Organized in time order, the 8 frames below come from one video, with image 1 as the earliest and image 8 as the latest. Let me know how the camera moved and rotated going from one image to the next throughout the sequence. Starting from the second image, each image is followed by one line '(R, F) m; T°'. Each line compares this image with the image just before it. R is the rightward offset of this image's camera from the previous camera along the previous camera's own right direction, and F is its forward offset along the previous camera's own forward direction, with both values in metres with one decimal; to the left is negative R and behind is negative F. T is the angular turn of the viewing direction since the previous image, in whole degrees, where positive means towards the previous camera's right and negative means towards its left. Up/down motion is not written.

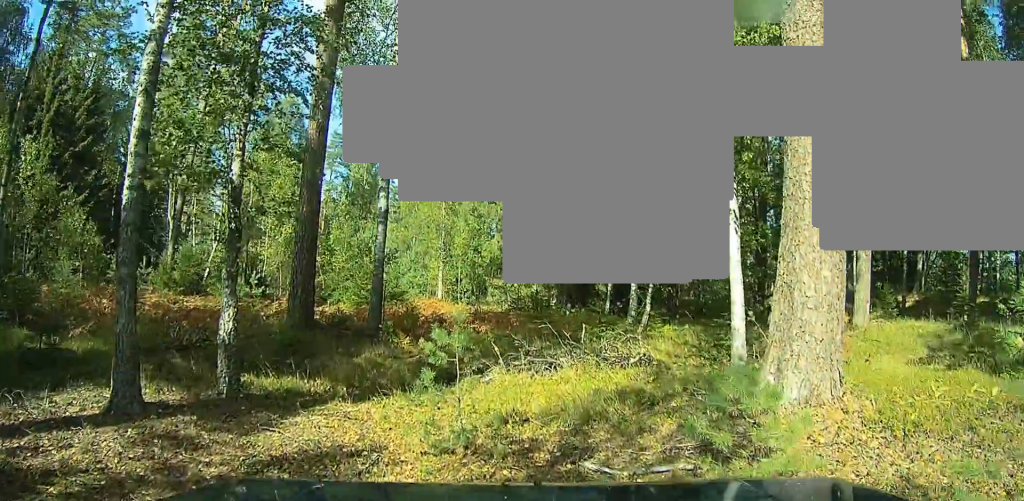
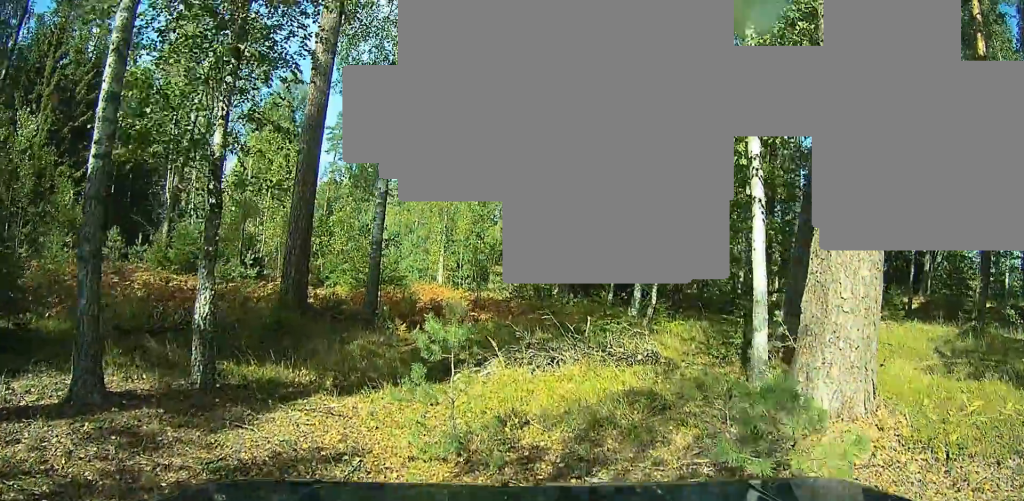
(0.0, +1.0) m; +1°
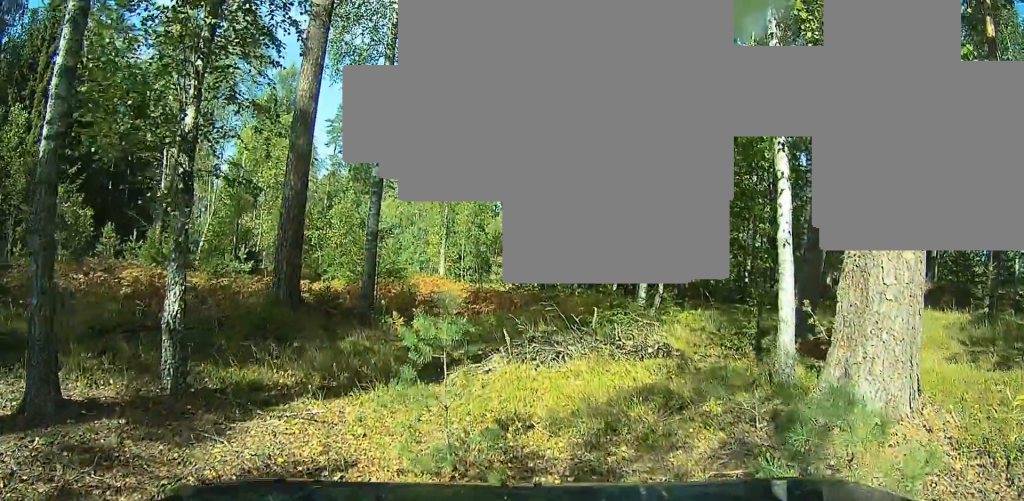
(0.0, +0.9) m; -3°
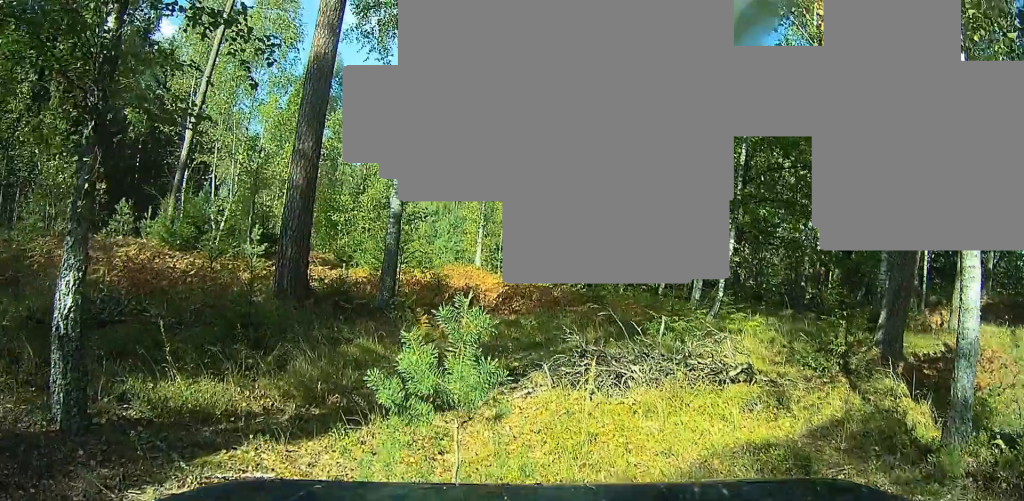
(-0.3, +2.8) m; -10°
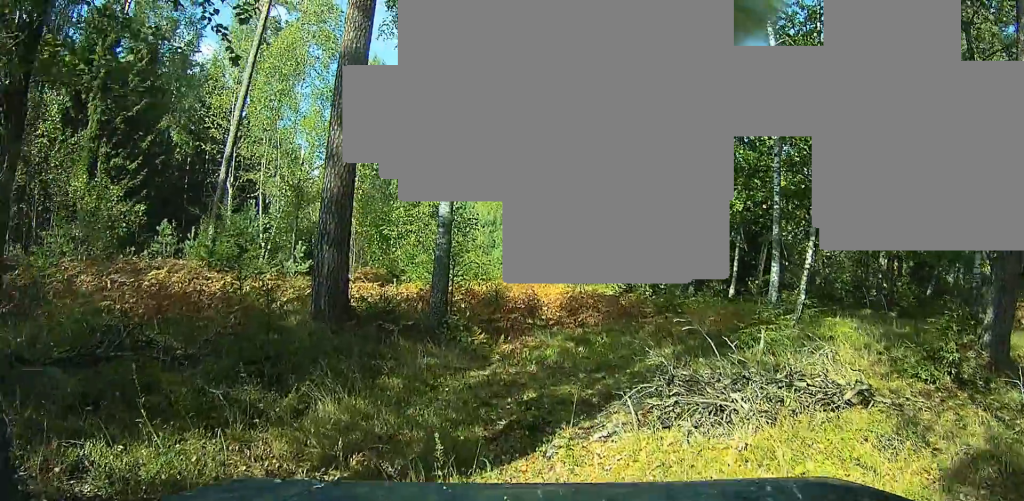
(0.0, +1.6) m; 0°
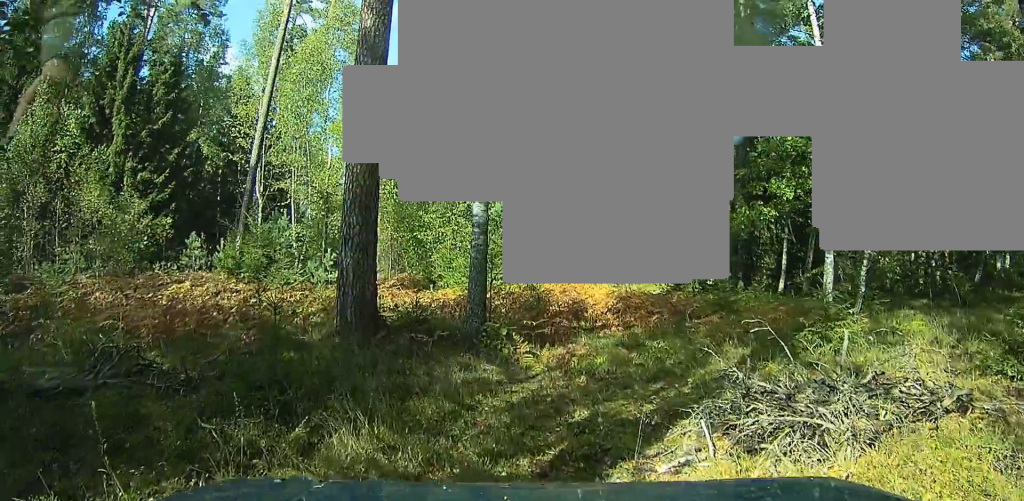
(+0.1, +0.9) m; 0°
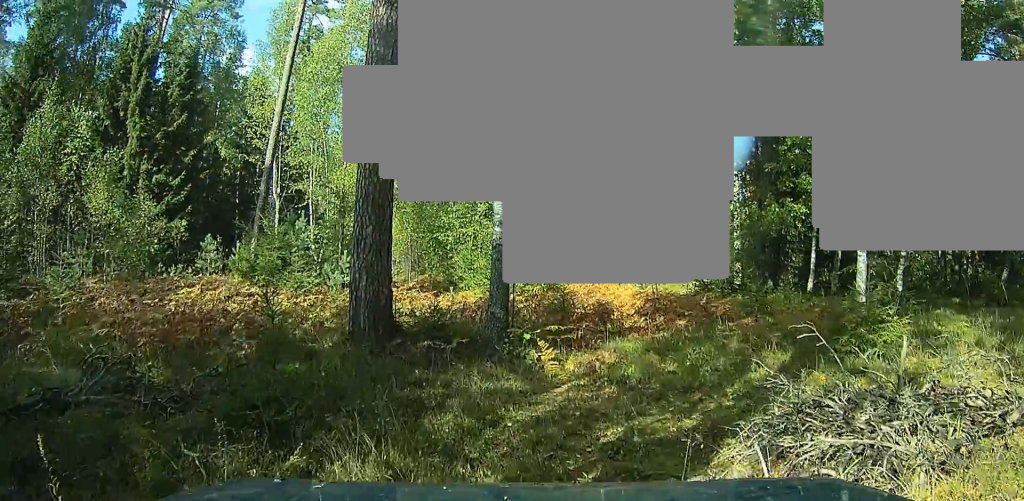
(+0.1, +0.6) m; 0°
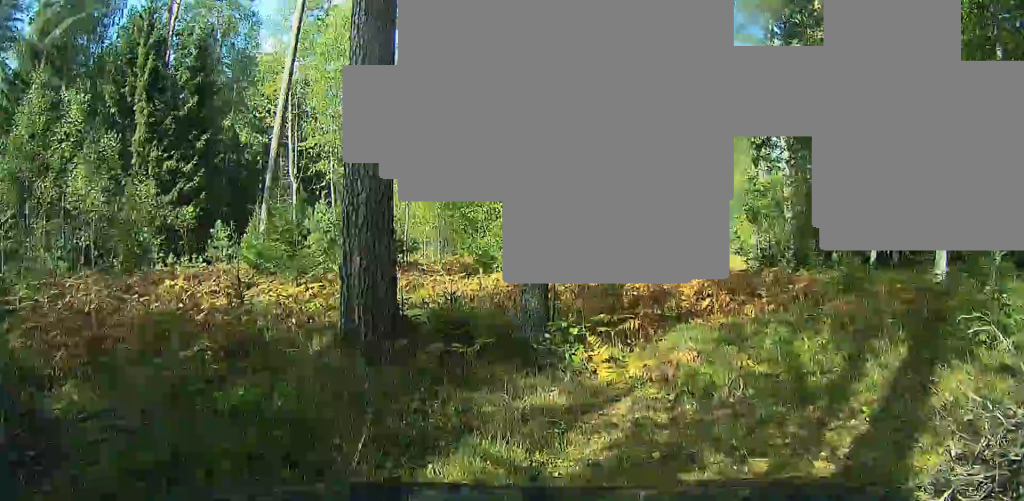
(+0.1, +1.8) m; 0°
